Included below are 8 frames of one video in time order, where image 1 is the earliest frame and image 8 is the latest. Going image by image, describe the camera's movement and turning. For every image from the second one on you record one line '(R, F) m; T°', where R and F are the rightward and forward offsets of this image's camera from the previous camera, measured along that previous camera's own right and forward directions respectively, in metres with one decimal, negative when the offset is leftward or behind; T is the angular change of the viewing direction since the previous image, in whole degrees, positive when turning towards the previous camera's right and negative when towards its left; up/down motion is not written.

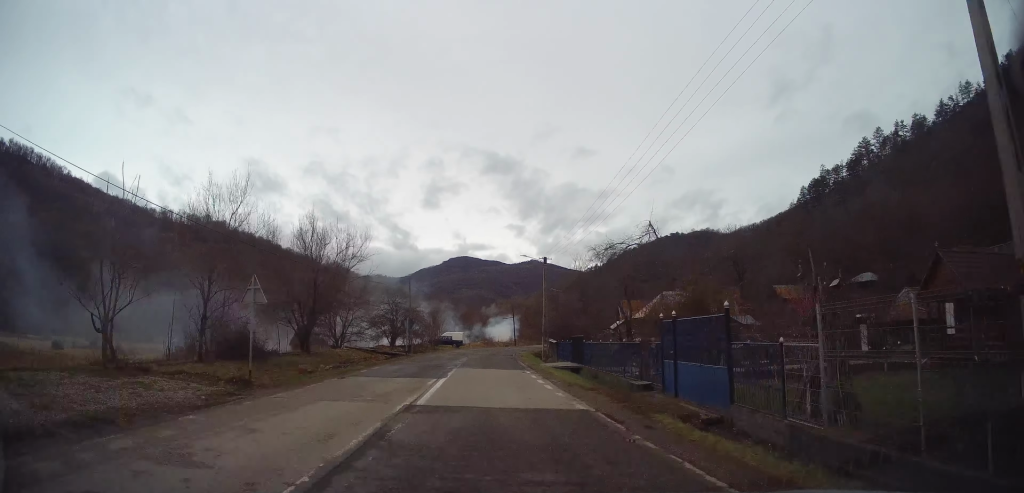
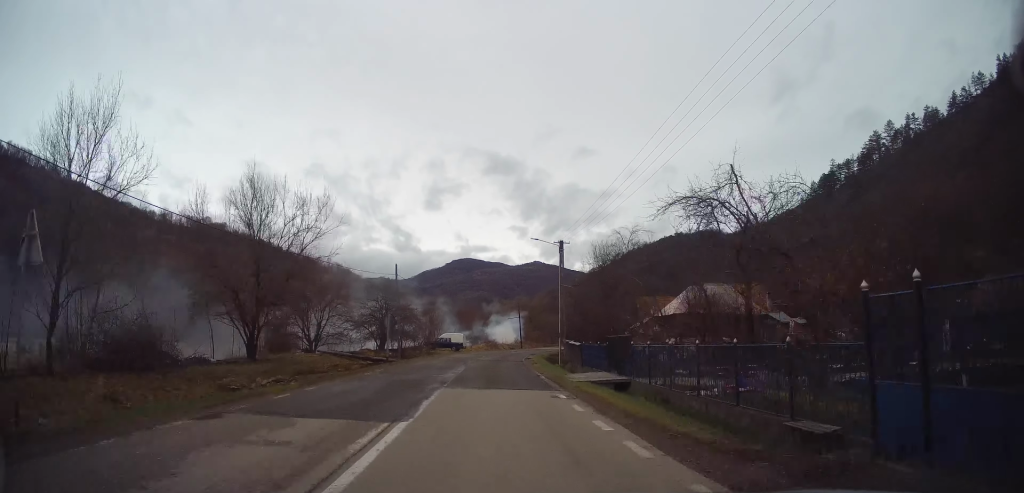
(0.0, +8.3) m; -1°
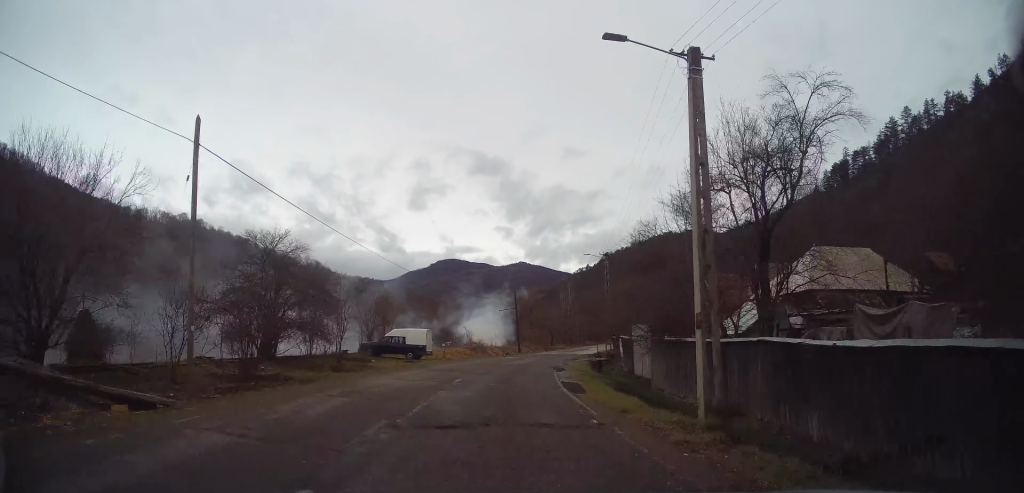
(-0.3, +26.4) m; +3°
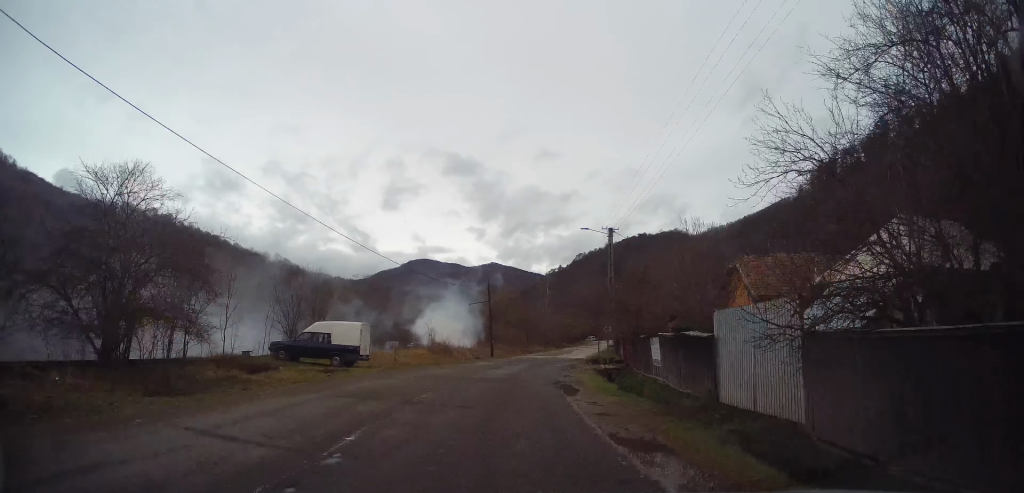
(+0.3, +10.8) m; +3°
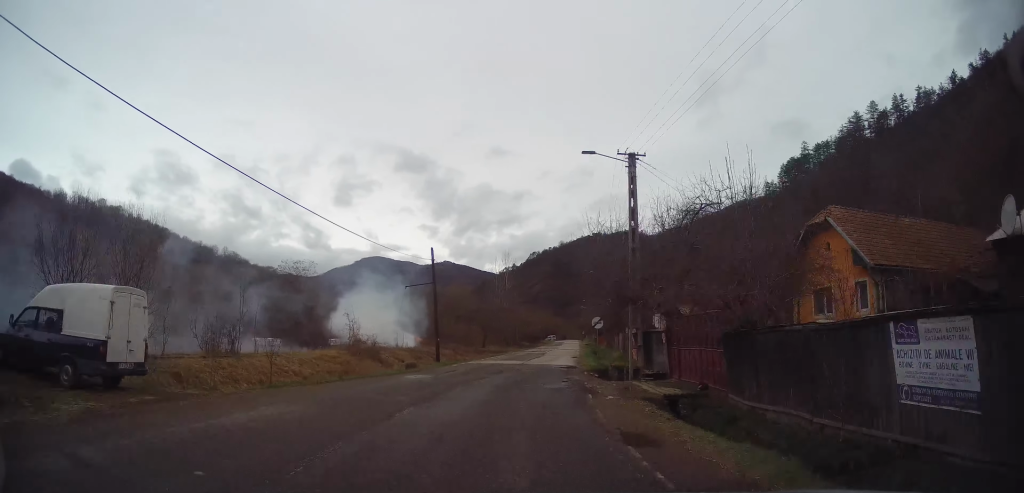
(+0.6, +14.3) m; +6°
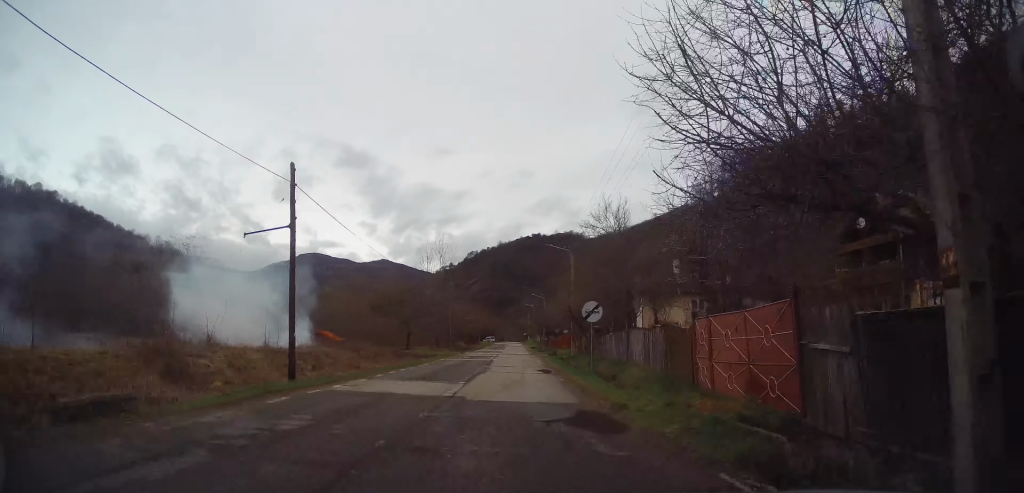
(+1.2, +16.9) m; +5°
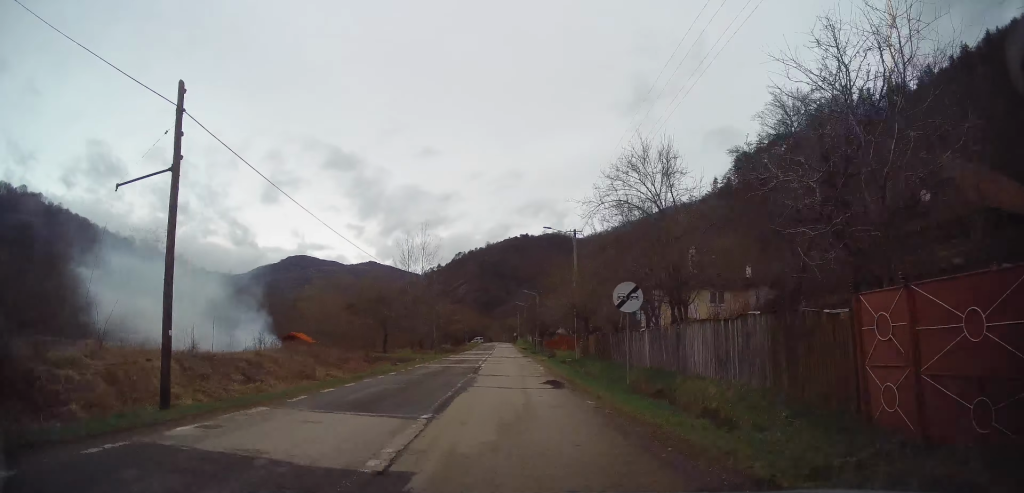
(+0.1, +7.0) m; 0°
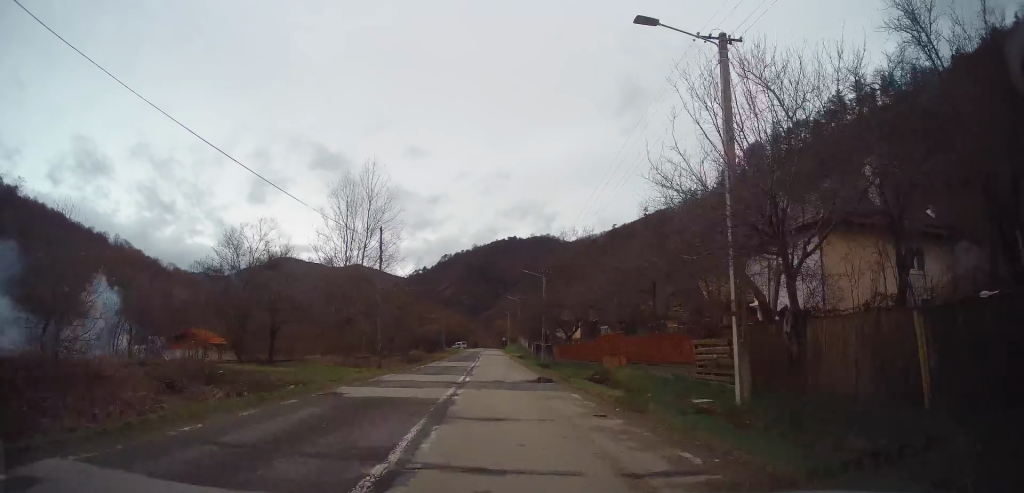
(0.0, +24.3) m; 0°
